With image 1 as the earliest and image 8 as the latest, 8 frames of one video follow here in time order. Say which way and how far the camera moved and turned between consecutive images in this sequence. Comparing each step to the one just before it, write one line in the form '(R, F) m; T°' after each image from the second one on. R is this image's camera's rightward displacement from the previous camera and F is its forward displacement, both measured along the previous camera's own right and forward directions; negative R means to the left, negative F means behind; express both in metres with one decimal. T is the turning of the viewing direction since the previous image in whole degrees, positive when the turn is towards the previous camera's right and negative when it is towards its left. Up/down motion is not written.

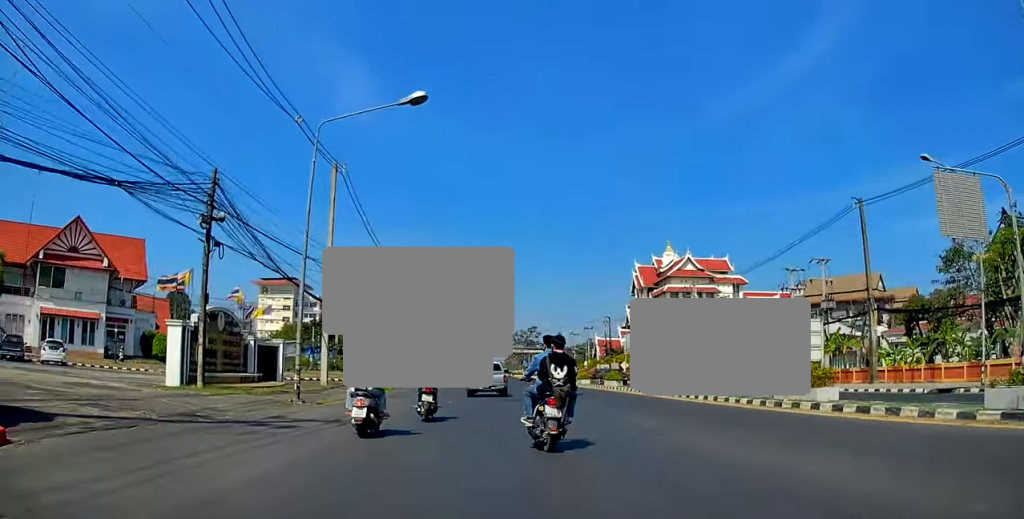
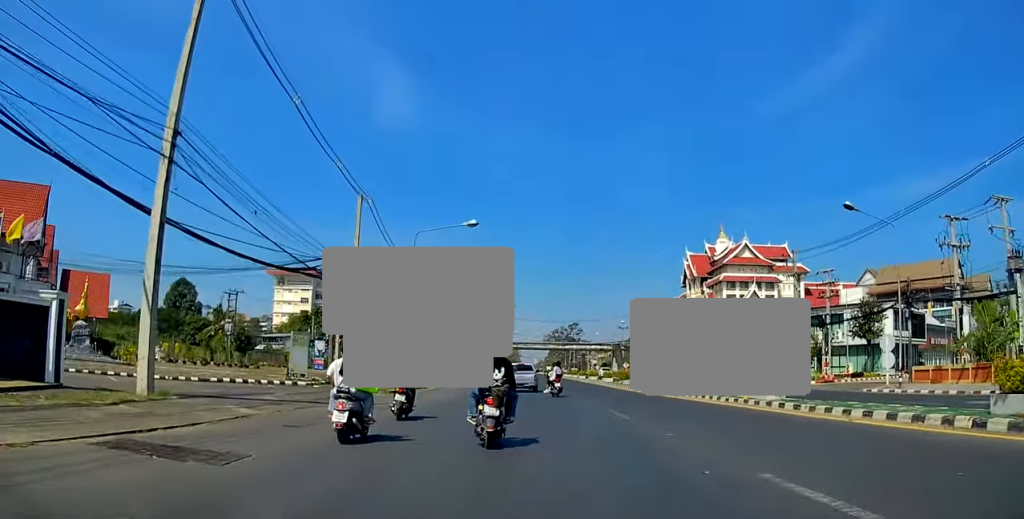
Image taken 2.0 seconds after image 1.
(-1.0, +19.3) m; -3°
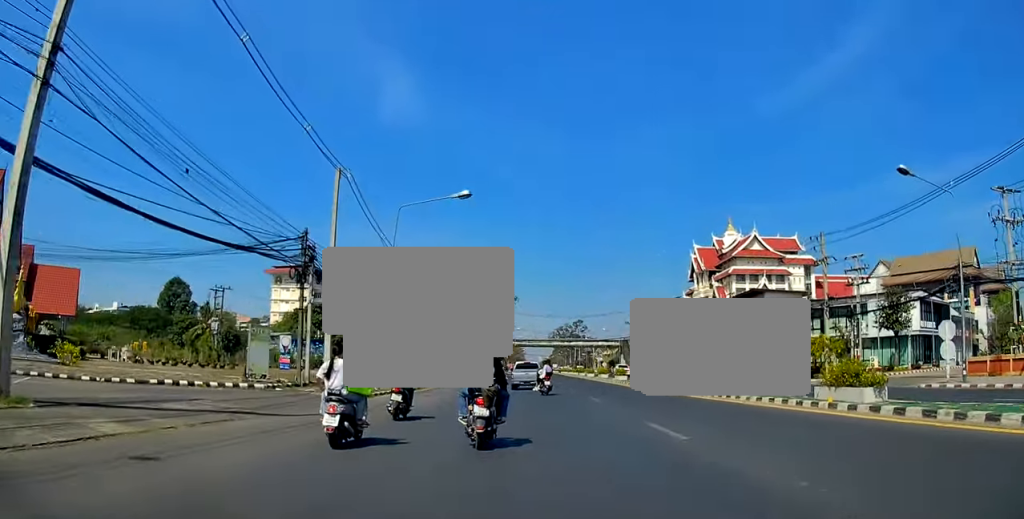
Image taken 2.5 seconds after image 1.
(0.0, +5.2) m; 0°
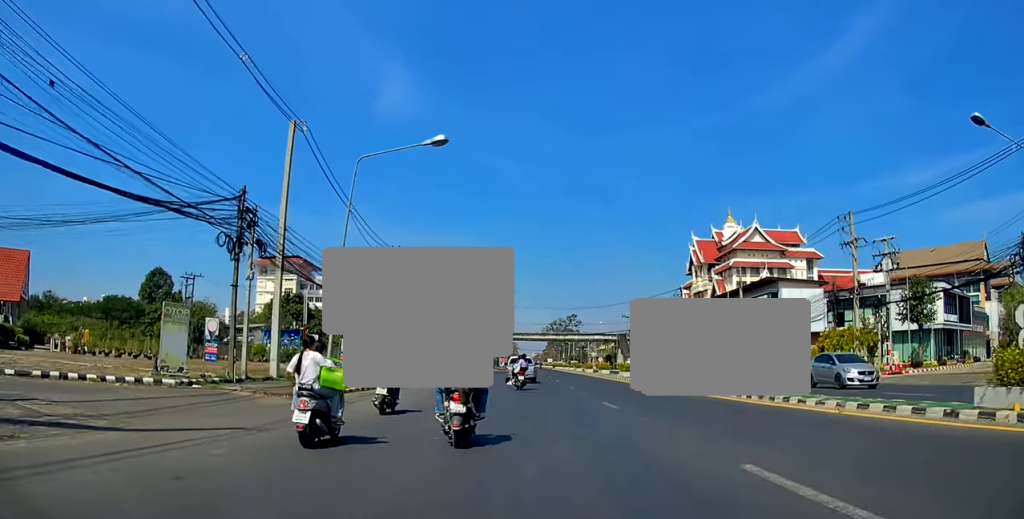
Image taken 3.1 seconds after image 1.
(0.0, +6.2) m; -1°
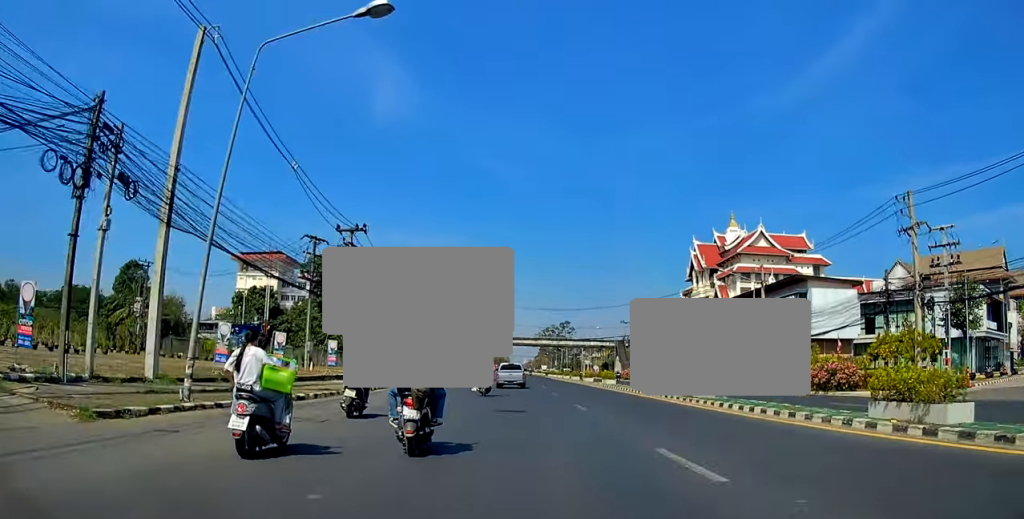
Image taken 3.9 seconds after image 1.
(-0.2, +8.7) m; 0°
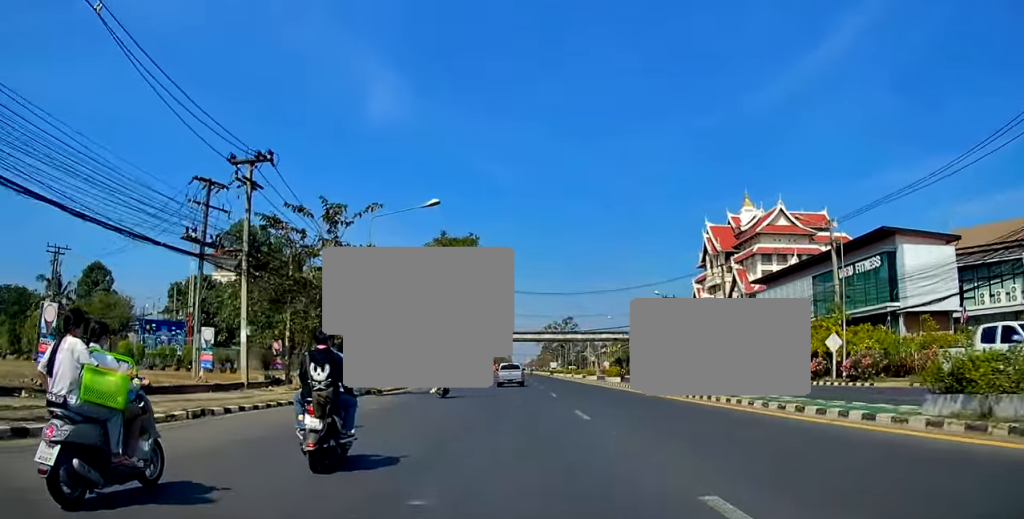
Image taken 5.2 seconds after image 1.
(+0.2, +14.8) m; +2°
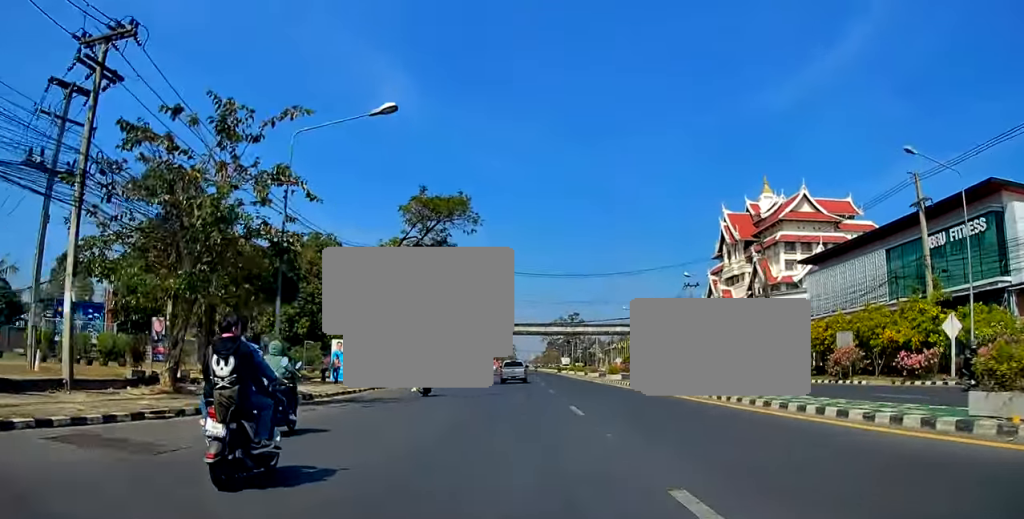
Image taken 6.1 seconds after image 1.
(+0.1, +10.7) m; -1°
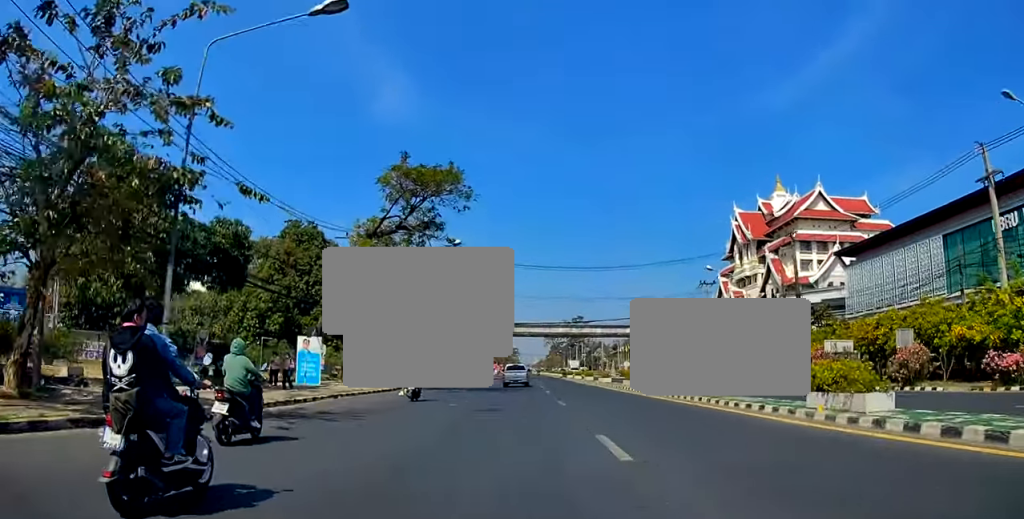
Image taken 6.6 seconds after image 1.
(-0.1, +6.6) m; 0°
